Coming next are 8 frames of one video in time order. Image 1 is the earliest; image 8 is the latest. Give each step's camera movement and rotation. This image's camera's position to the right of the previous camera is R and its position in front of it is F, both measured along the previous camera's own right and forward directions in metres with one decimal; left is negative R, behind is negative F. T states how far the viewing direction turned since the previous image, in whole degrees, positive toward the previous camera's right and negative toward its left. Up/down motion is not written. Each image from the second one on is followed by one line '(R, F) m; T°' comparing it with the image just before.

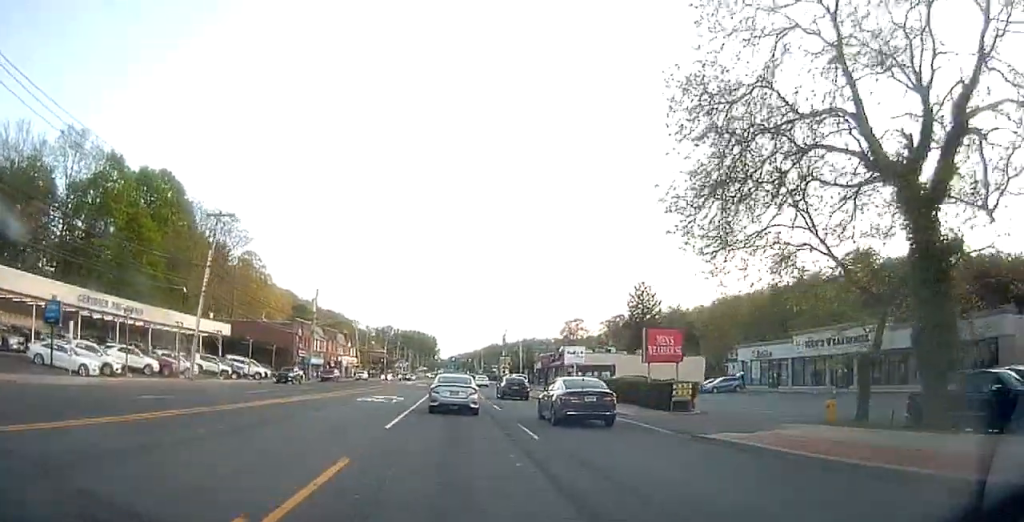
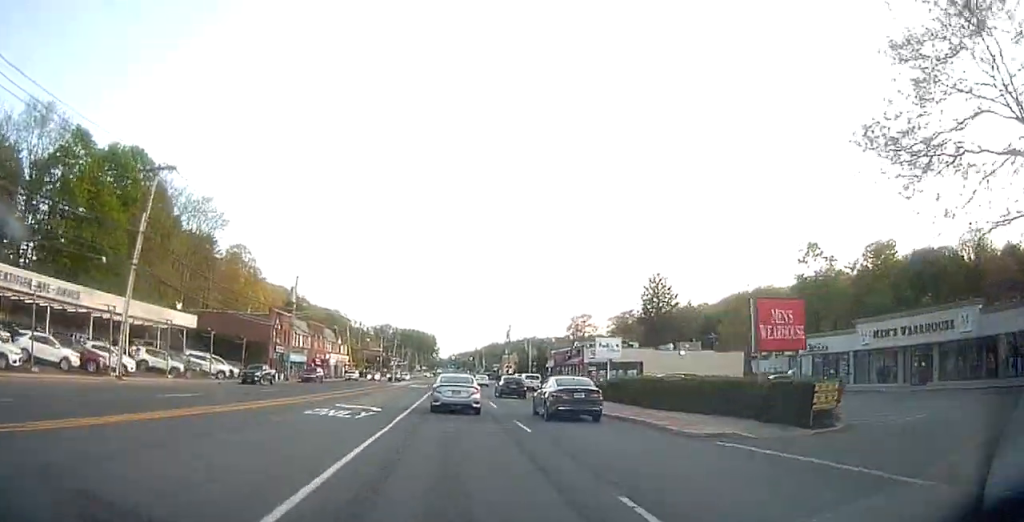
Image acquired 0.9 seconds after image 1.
(-0.1, +10.4) m; -1°
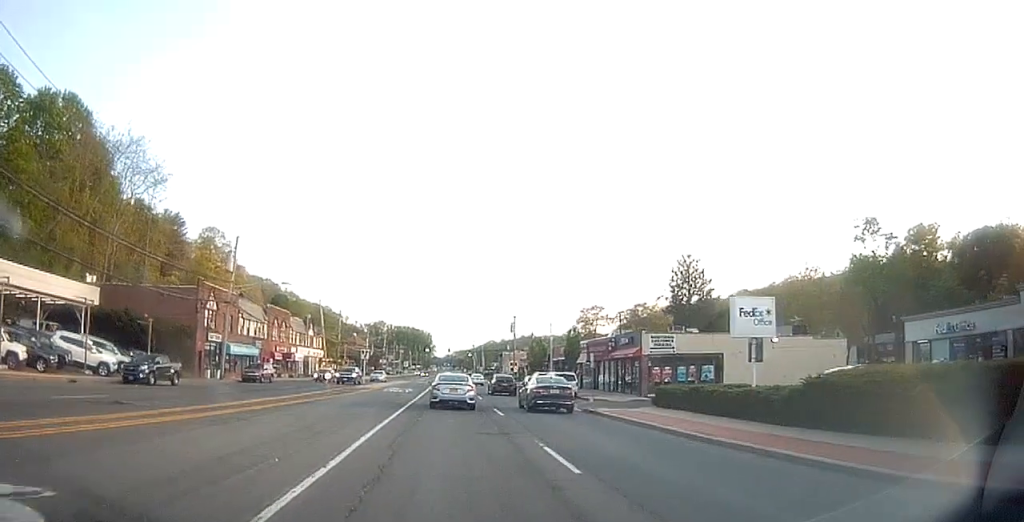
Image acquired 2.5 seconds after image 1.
(-0.2, +19.5) m; +1°
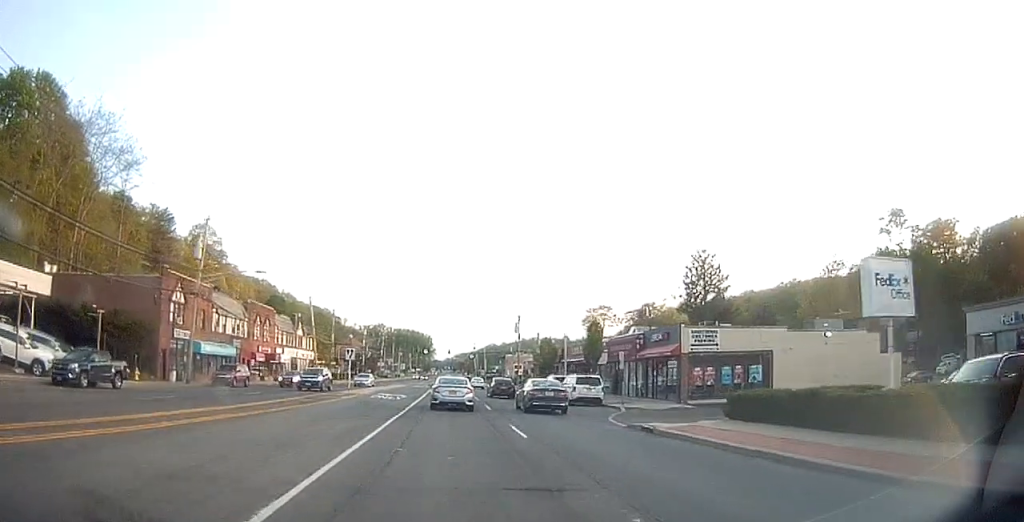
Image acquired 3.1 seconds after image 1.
(+0.2, +7.2) m; 0°
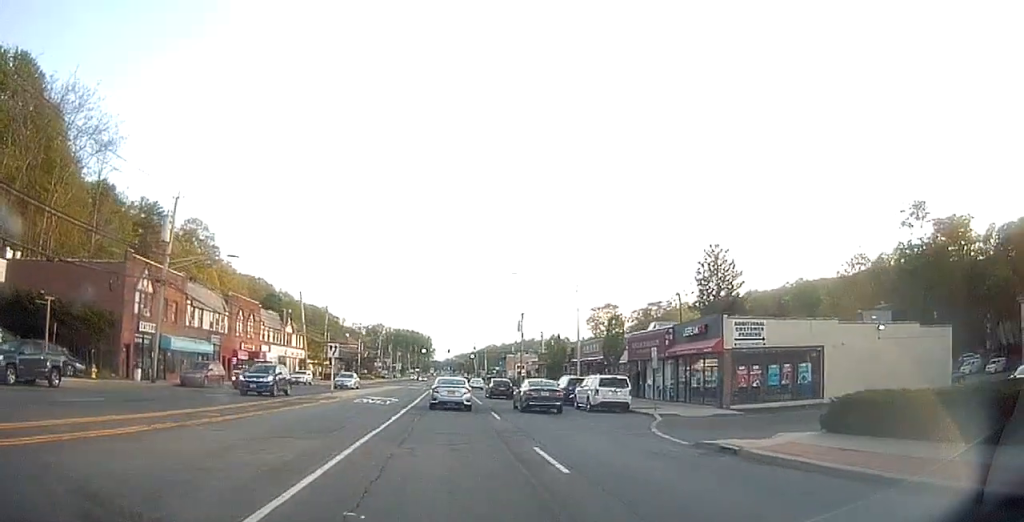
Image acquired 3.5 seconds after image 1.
(+0.1, +5.6) m; 0°
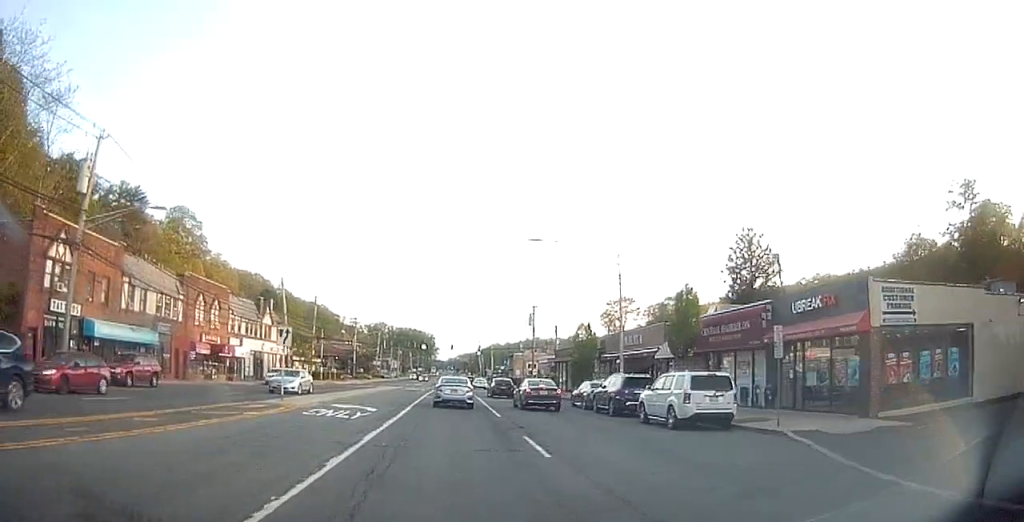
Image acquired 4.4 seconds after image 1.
(-0.3, +11.0) m; 0°
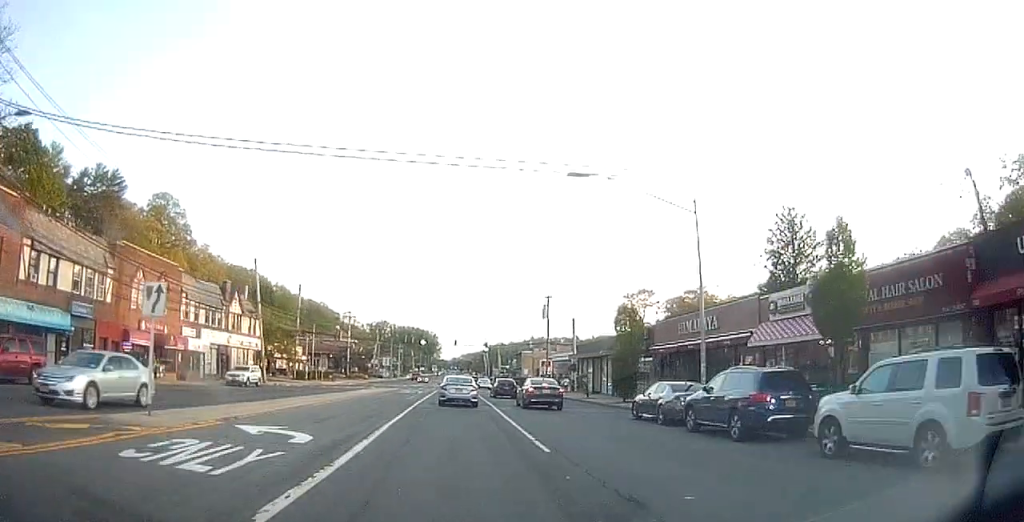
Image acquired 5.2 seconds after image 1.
(+0.3, +11.2) m; 0°
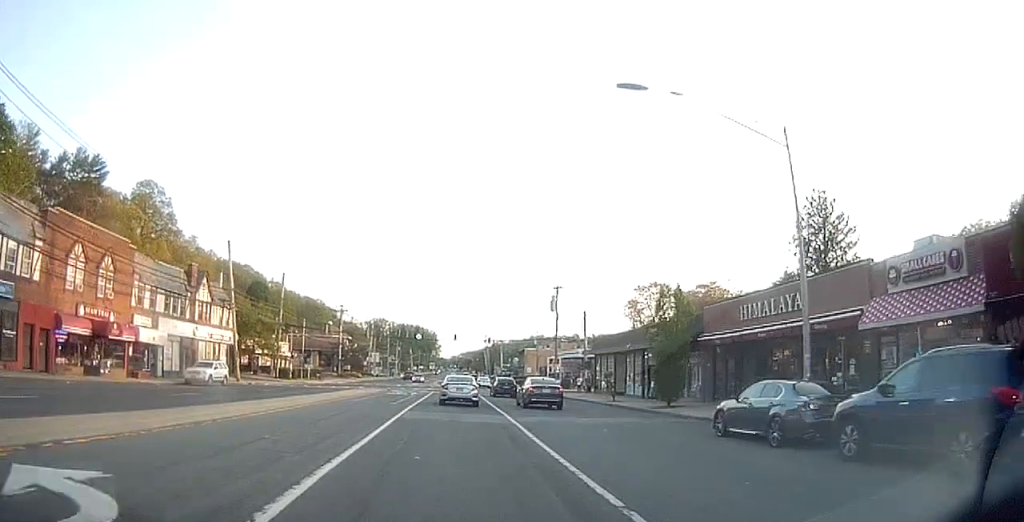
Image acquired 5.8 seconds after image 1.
(0.0, +7.5) m; 0°
